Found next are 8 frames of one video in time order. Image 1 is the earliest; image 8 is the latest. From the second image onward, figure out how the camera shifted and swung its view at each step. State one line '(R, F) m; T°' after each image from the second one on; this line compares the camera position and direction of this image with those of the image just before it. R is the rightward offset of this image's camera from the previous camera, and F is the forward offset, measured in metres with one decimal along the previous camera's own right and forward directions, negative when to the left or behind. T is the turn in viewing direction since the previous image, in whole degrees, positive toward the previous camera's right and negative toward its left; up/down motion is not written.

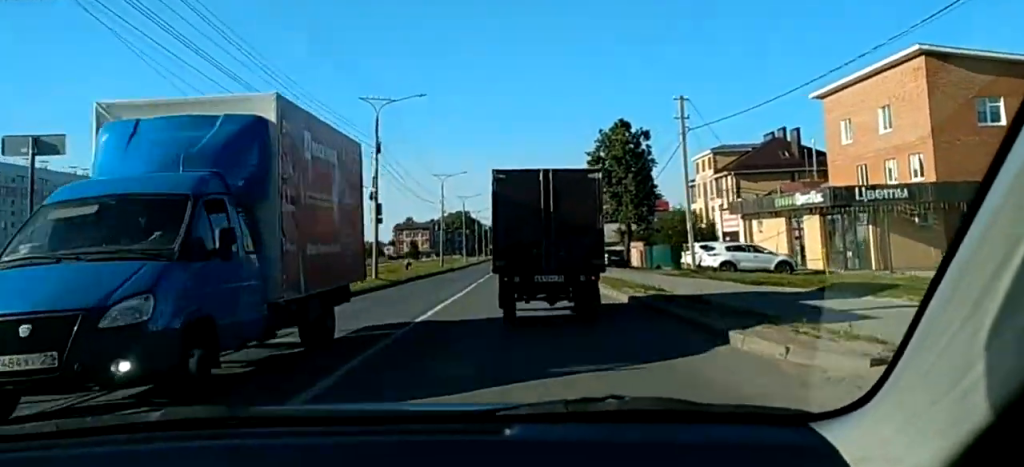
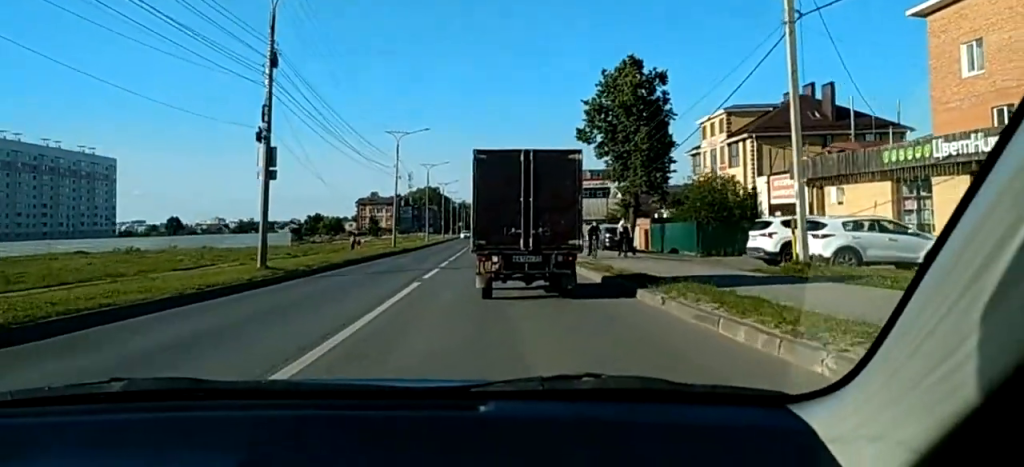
(+0.1, +16.4) m; 0°
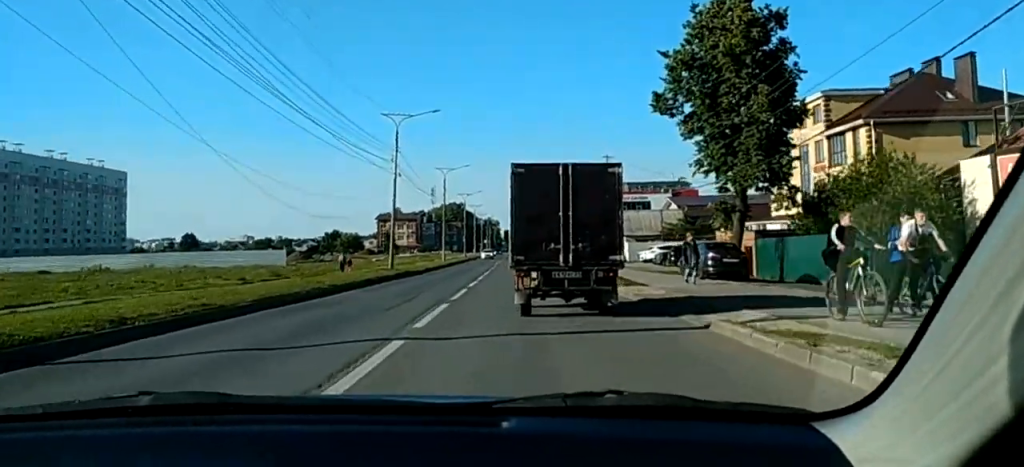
(-0.3, +18.0) m; 0°
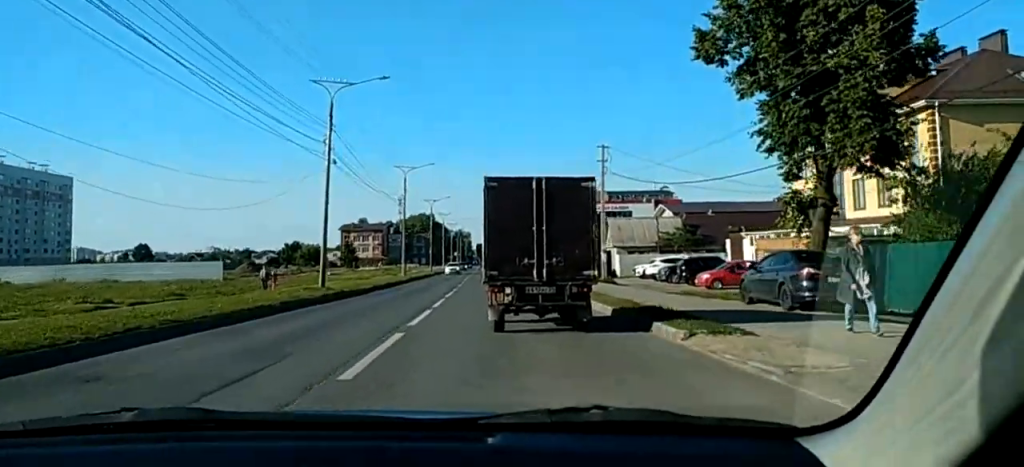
(+0.2, +12.3) m; 0°
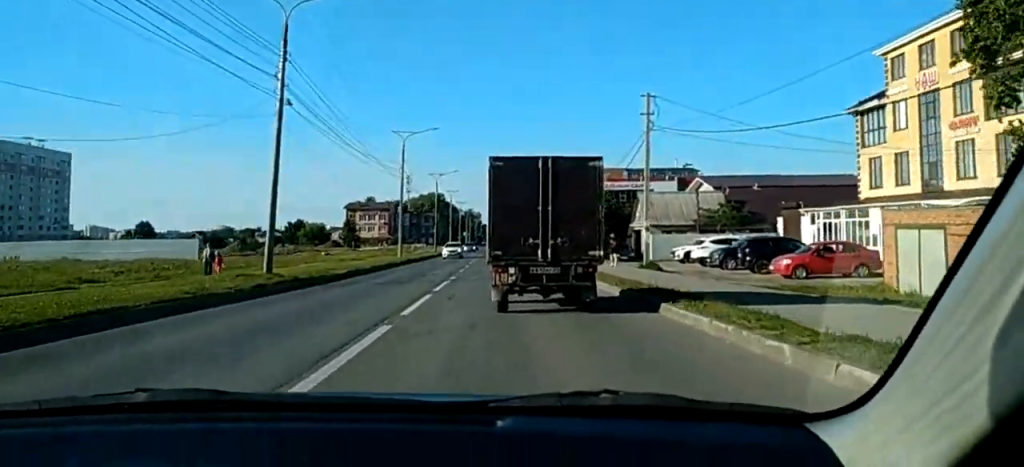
(-0.2, +10.9) m; -1°
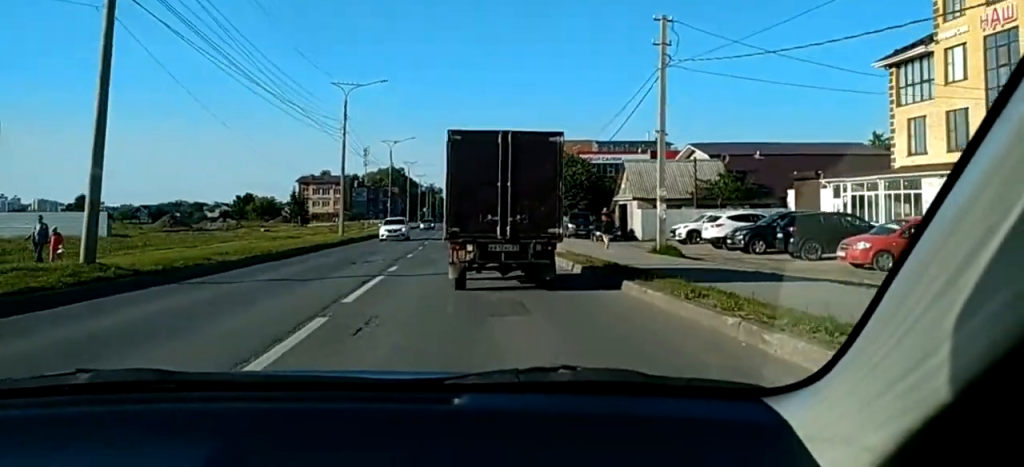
(0.0, +9.4) m; 0°
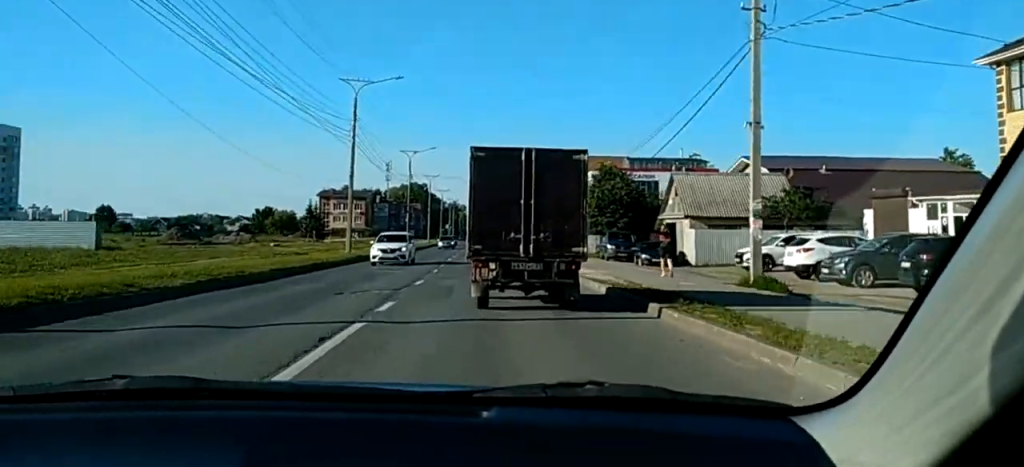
(0.0, +6.8) m; 0°
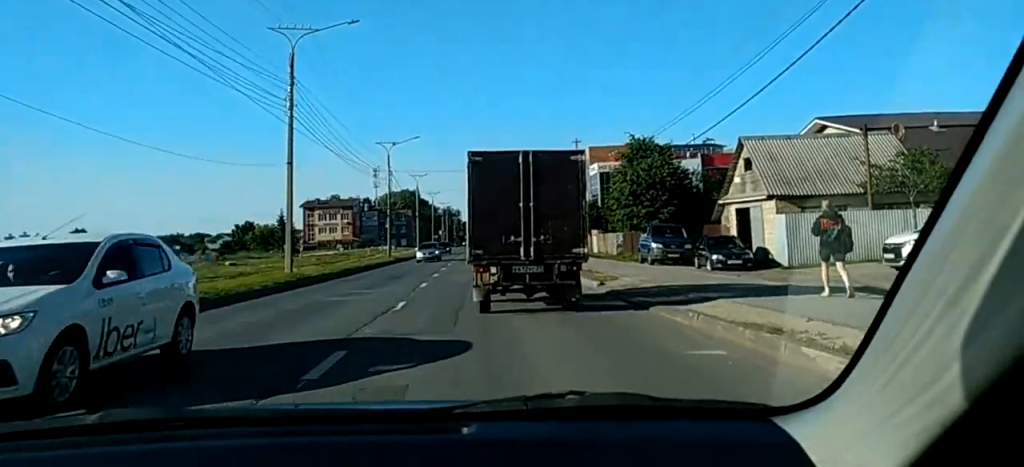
(0.0, +13.8) m; -1°
